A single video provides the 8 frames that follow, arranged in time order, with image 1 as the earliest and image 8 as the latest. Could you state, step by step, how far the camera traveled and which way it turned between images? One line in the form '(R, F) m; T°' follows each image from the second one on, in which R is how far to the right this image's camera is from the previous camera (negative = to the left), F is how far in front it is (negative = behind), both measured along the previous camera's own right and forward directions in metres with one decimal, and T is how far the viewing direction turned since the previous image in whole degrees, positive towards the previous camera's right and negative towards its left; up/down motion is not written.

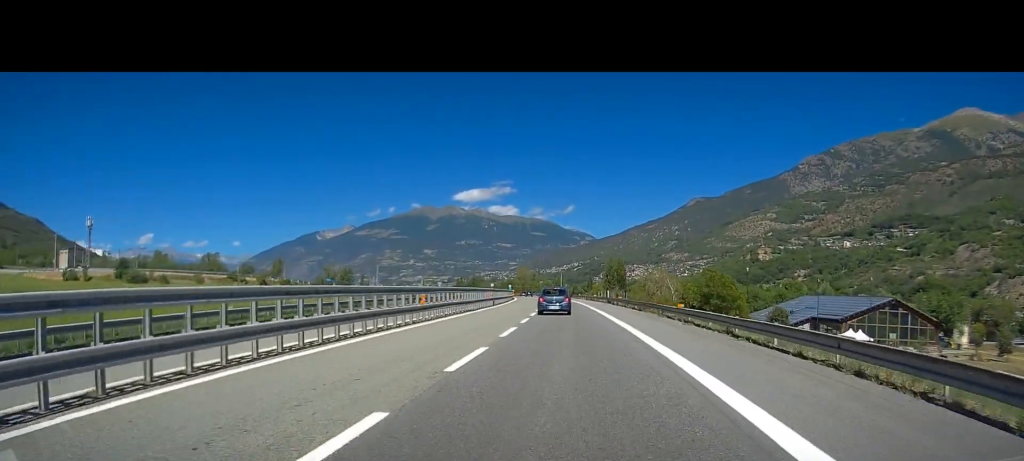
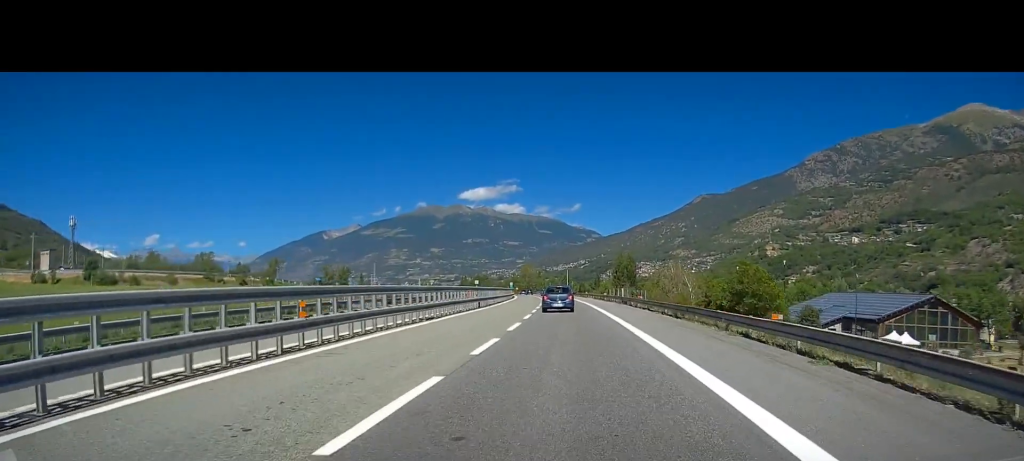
(-0.2, +15.4) m; -1°
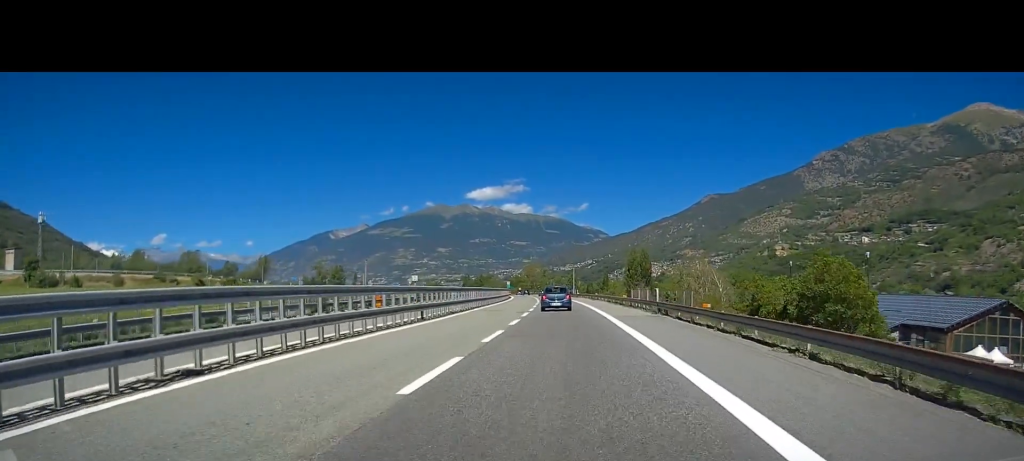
(0.0, +22.4) m; -1°
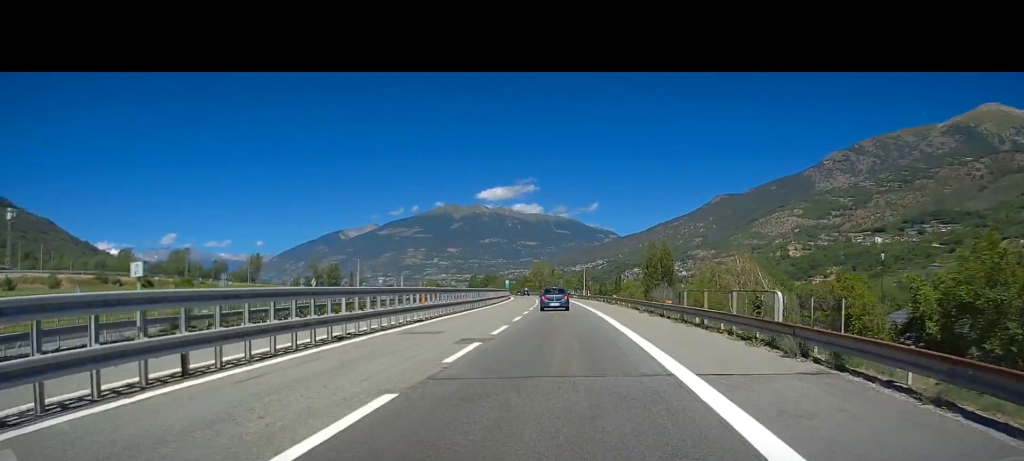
(-0.2, +20.9) m; -1°
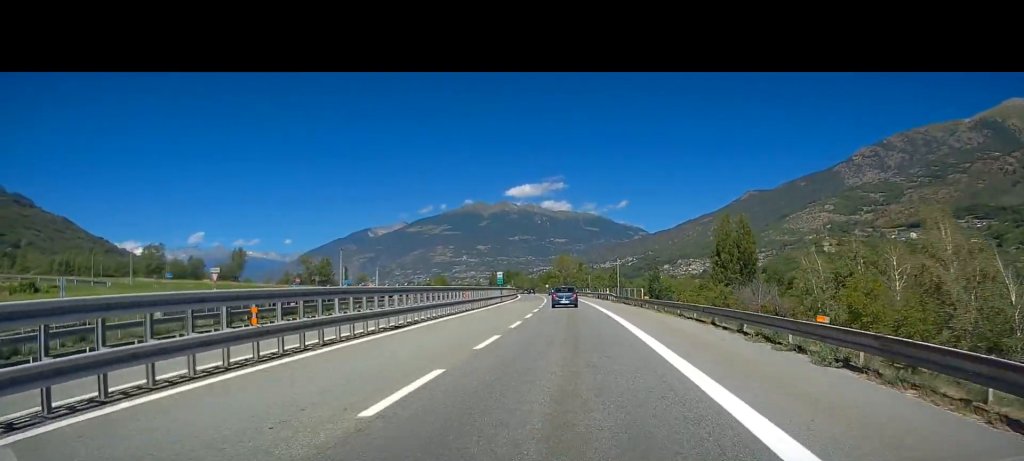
(-0.9, +43.7) m; -1°
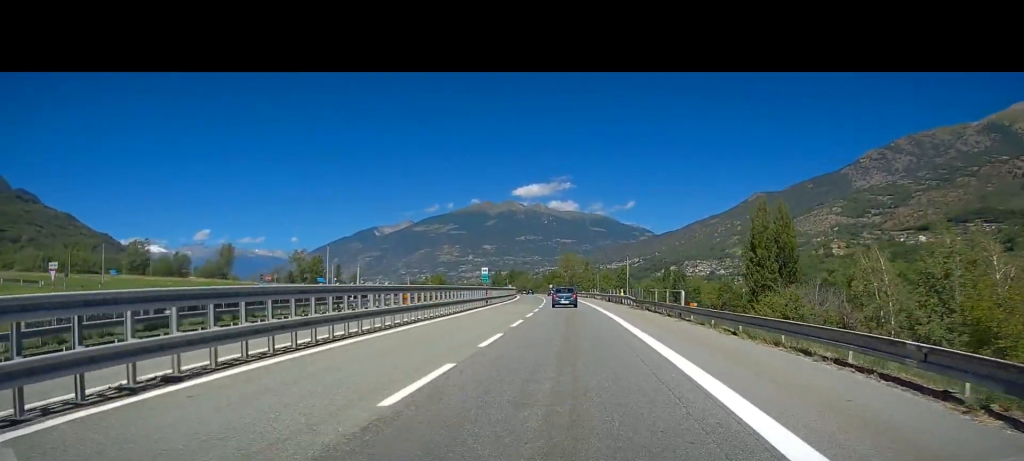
(0.0, +14.2) m; -1°
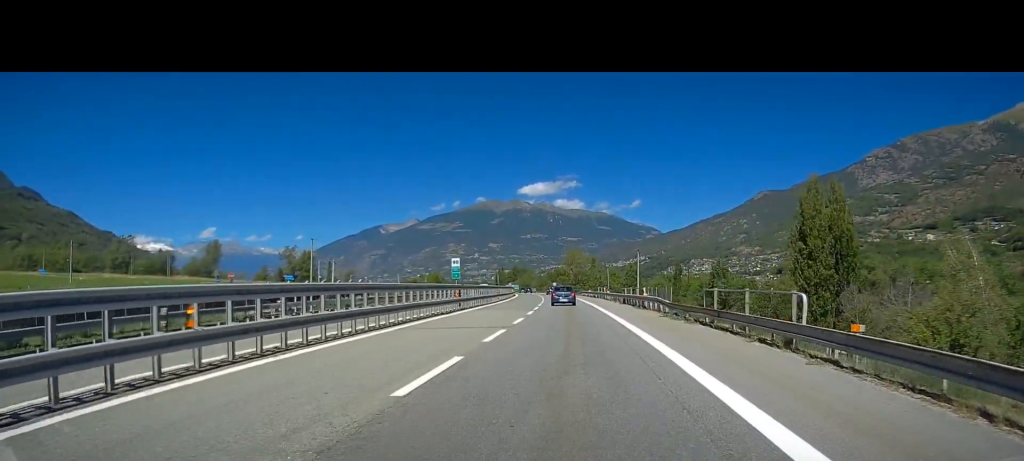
(+0.1, +14.2) m; -1°
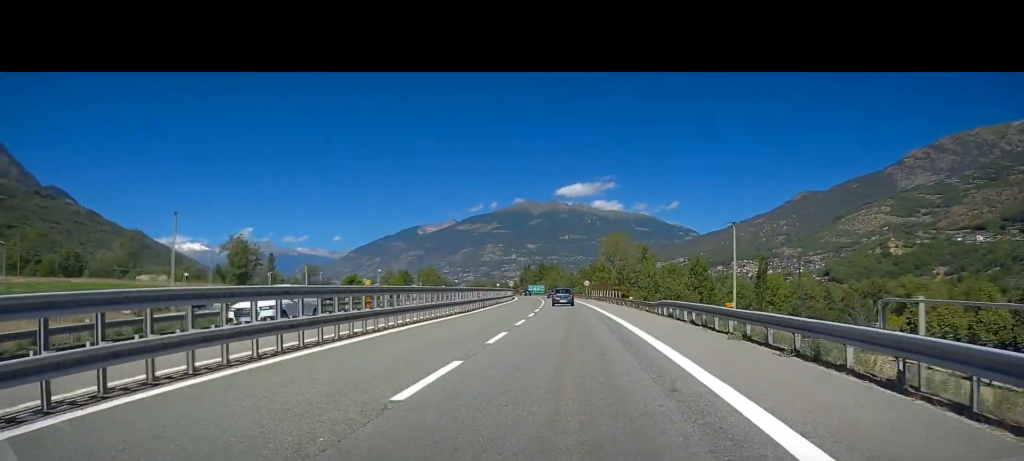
(-1.3, +68.8) m; -3°
